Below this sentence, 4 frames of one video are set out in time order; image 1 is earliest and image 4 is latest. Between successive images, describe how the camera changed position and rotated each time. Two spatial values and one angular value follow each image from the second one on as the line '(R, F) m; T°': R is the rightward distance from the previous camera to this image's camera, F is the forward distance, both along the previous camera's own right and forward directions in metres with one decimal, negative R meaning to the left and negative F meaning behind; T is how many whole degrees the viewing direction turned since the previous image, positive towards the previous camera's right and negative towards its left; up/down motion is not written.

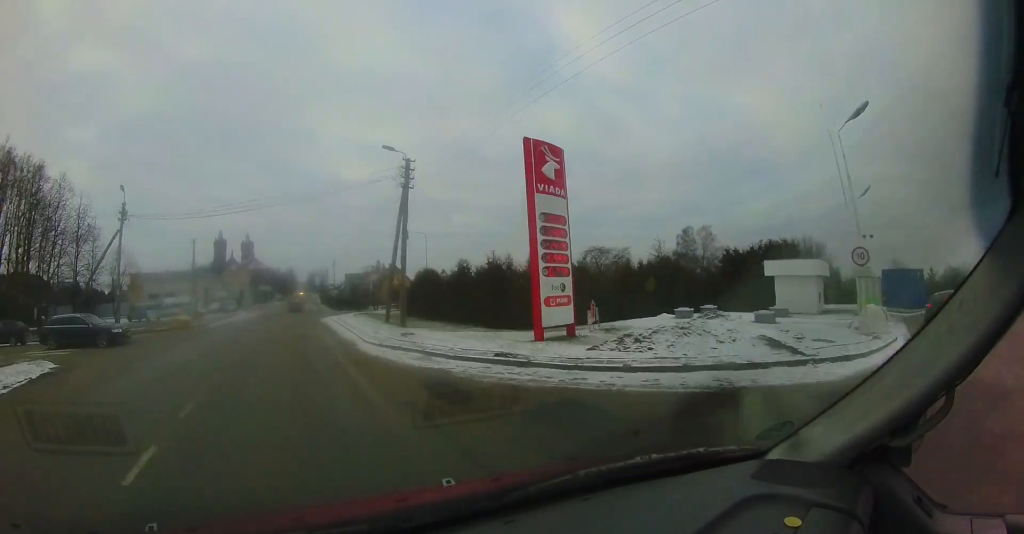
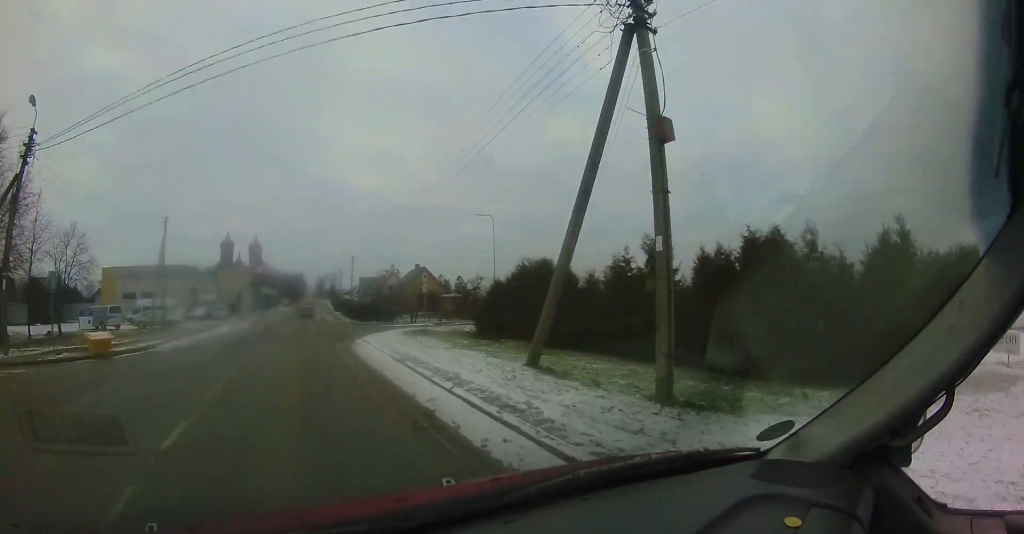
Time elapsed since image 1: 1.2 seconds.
(-0.3, +13.4) m; -2°
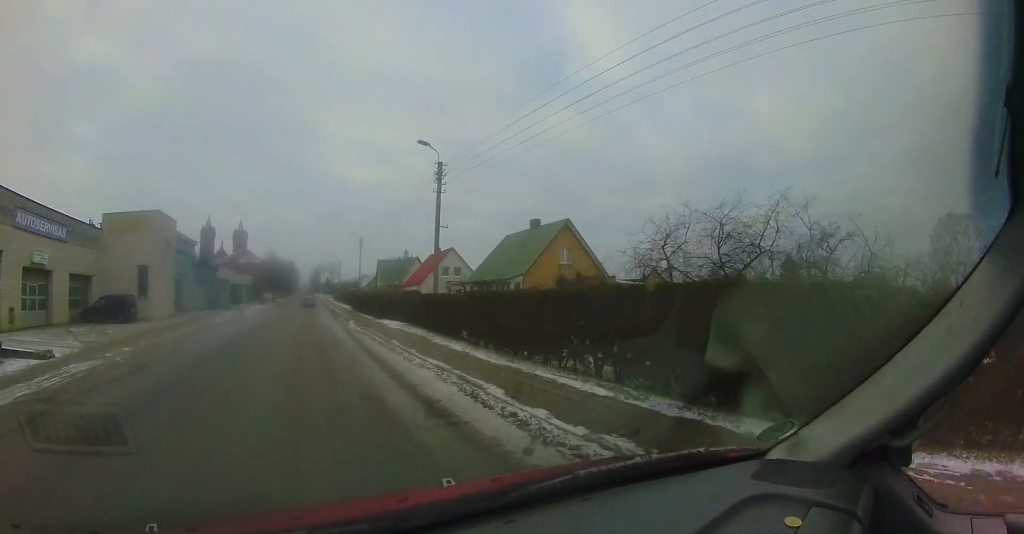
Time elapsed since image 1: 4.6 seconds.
(+0.9, +36.9) m; +3°
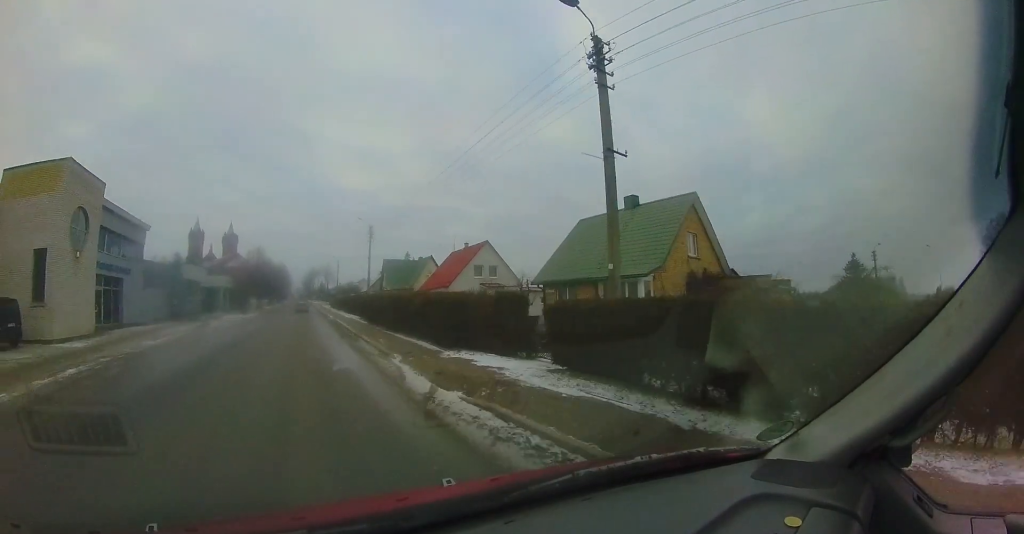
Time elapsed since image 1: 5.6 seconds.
(+0.2, +11.6) m; +2°
